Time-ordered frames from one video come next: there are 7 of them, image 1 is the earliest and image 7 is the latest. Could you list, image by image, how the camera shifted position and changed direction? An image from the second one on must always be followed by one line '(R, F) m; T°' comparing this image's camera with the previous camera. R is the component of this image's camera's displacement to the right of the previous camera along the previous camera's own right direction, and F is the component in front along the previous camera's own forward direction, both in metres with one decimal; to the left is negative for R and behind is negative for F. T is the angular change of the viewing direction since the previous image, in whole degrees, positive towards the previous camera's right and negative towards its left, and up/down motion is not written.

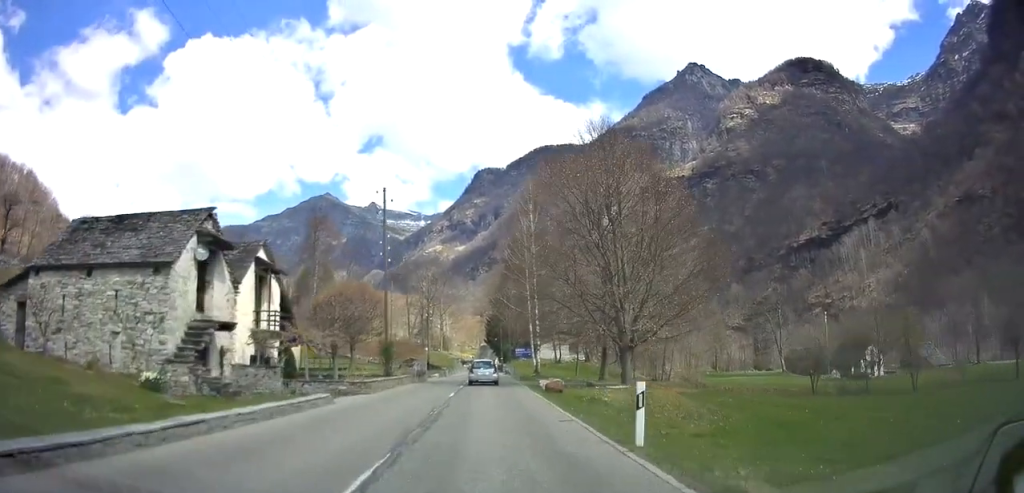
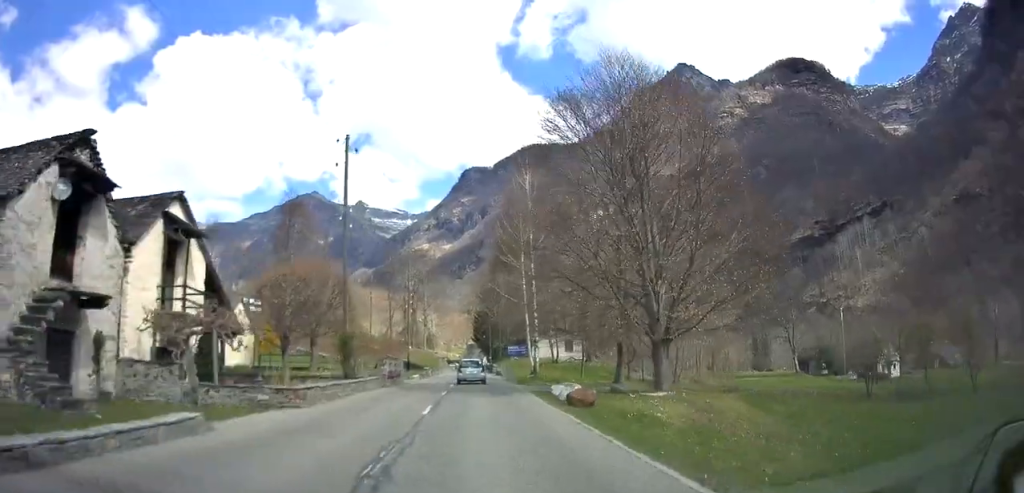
(0.0, +8.3) m; +1°
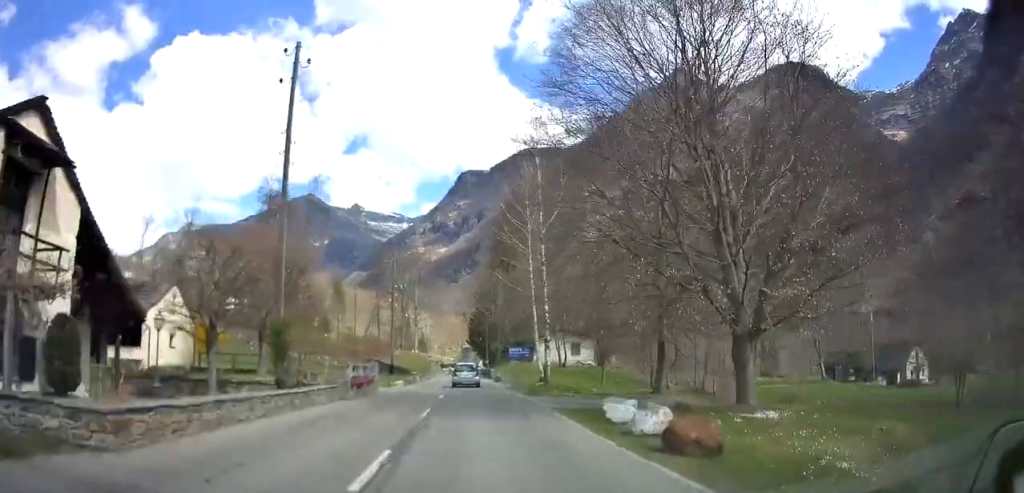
(+0.1, +8.8) m; 0°
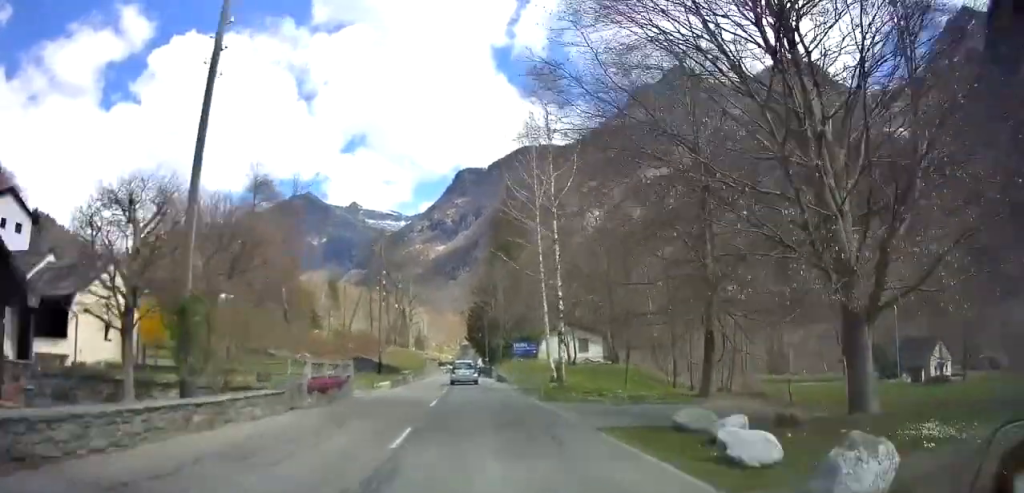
(0.0, +5.7) m; 0°
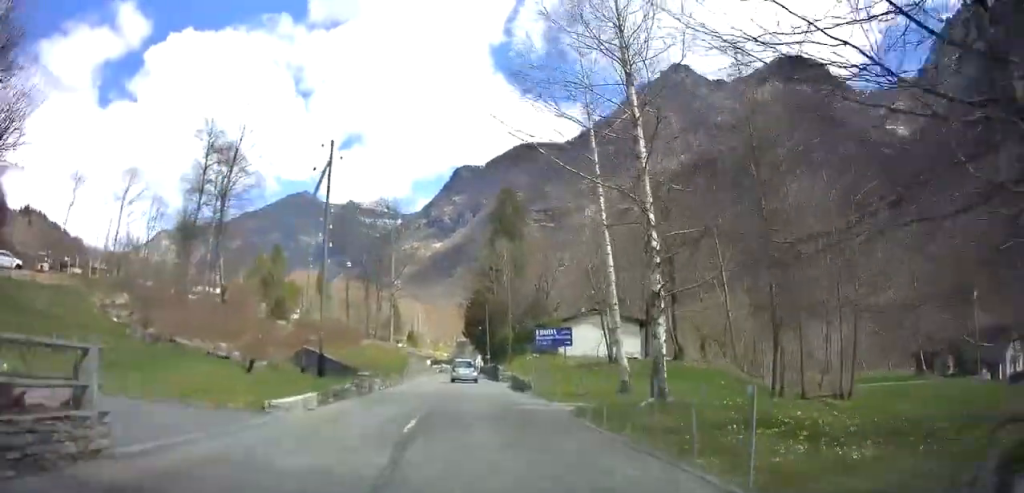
(-0.1, +15.7) m; +1°
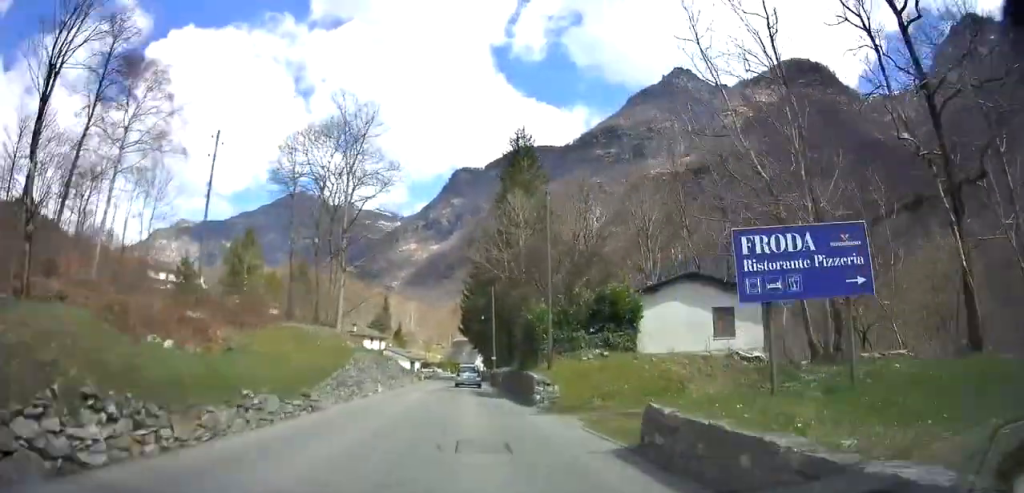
(+0.3, +23.0) m; +1°
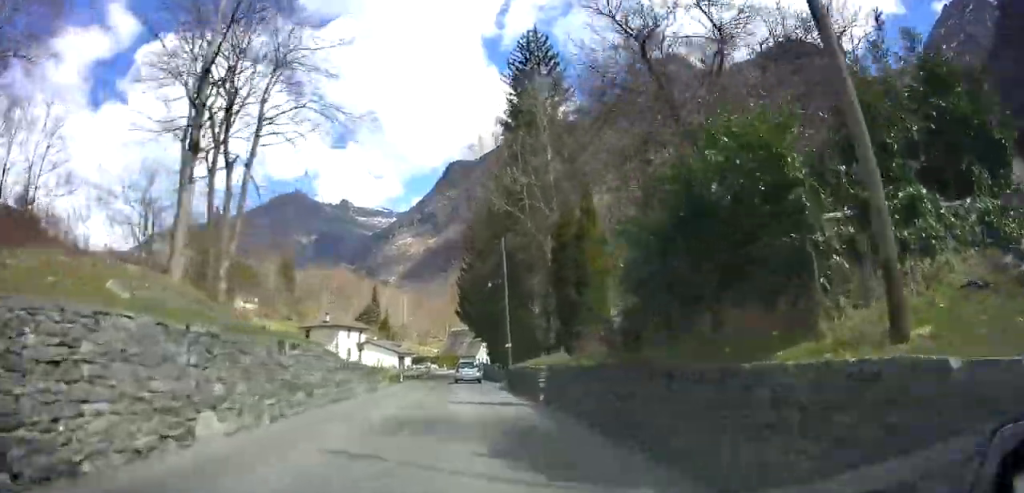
(0.0, +19.5) m; 0°
